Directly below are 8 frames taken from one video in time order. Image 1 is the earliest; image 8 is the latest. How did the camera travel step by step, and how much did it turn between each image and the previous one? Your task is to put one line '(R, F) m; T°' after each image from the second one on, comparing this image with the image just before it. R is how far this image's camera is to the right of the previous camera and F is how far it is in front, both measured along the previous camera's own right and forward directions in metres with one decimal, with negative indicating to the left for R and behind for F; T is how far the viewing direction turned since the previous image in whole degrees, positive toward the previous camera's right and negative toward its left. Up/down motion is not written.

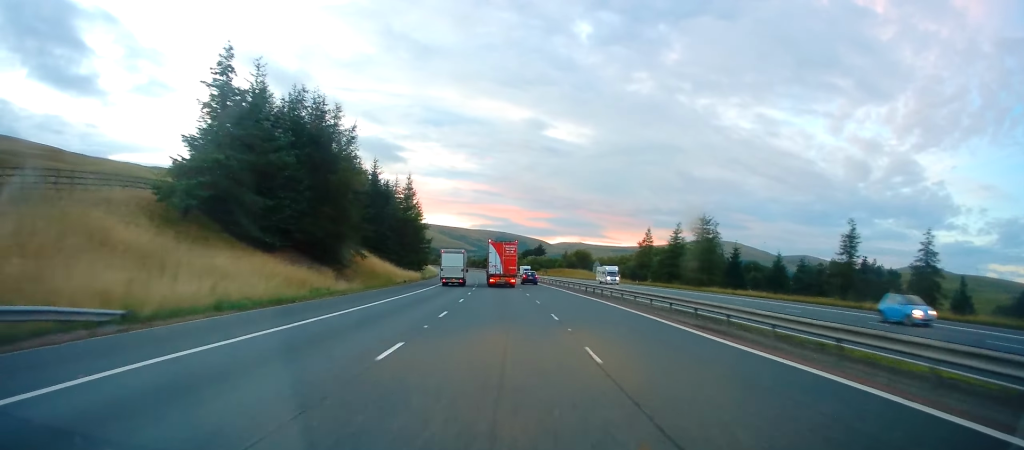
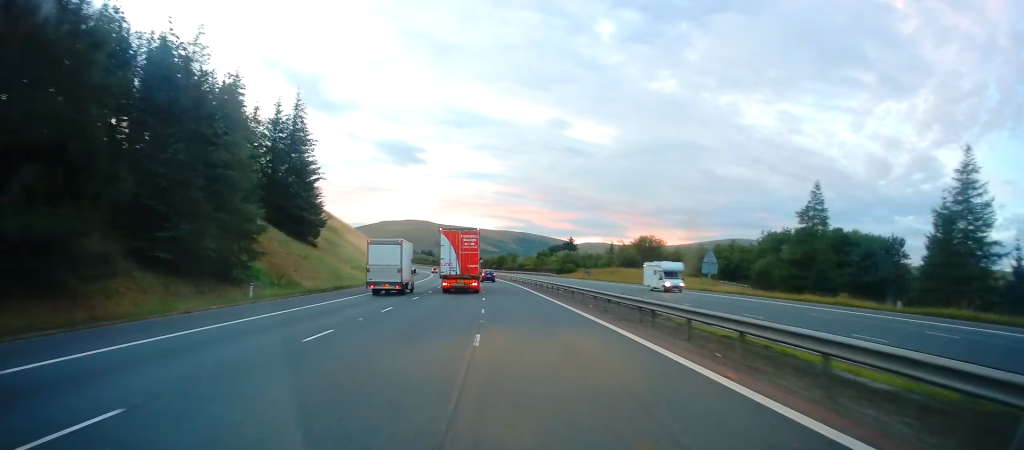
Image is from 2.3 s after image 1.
(-0.7, +69.3) m; -2°
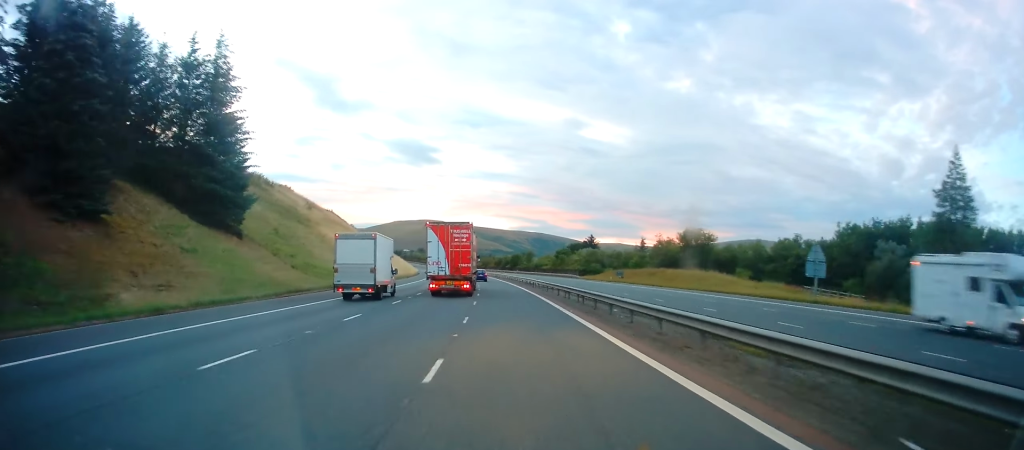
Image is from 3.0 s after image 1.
(-0.2, +21.7) m; -1°
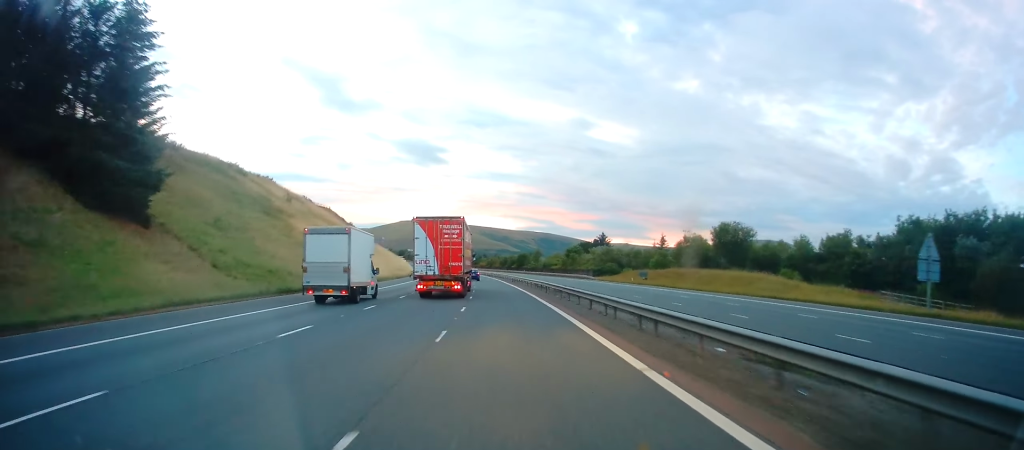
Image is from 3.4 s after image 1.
(+0.1, +13.5) m; -1°
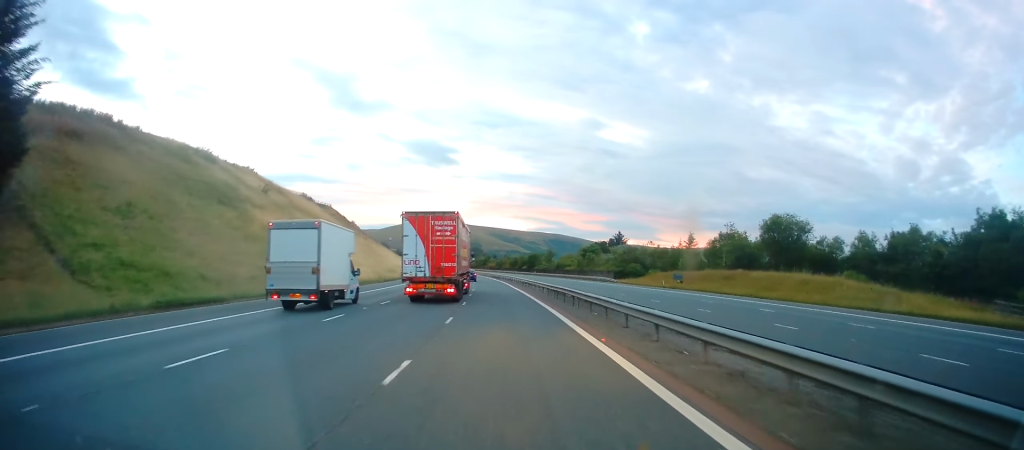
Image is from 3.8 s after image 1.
(-0.1, +13.5) m; -1°
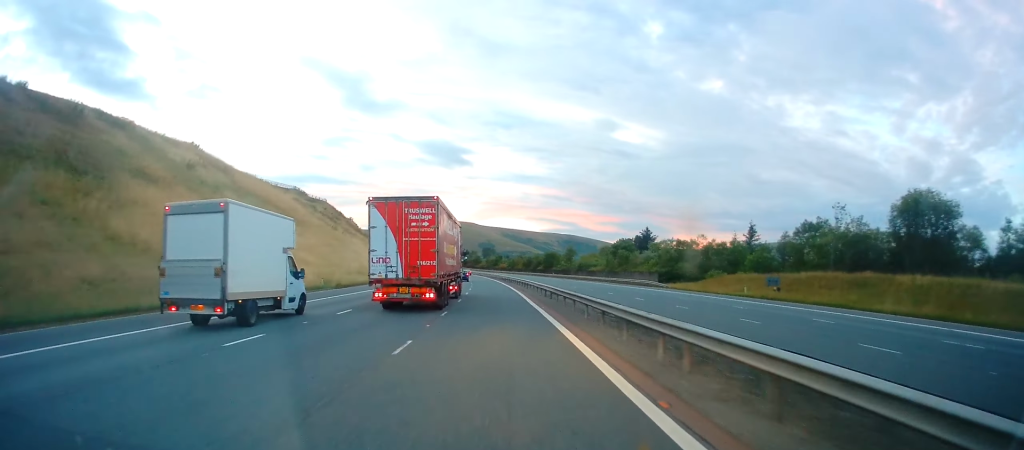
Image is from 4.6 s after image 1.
(-0.4, +23.9) m; -2°
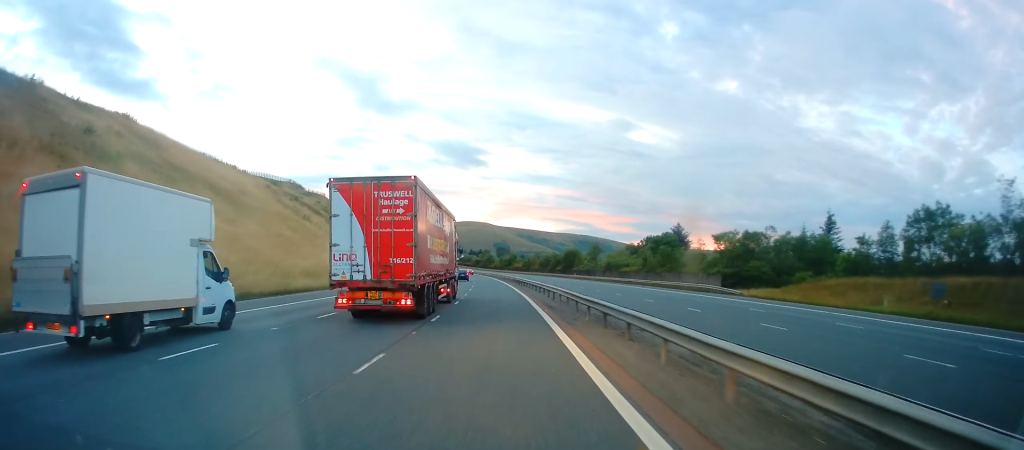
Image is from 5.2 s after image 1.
(-0.3, +19.9) m; -1°
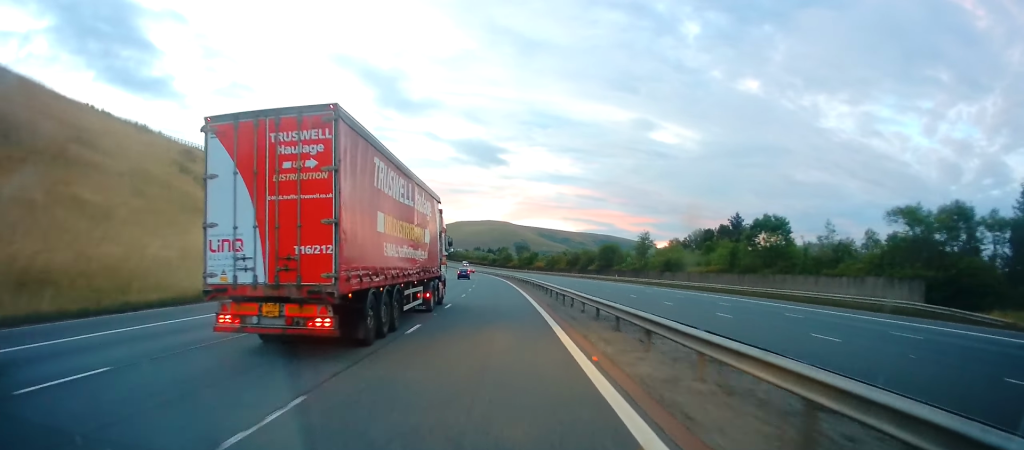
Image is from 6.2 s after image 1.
(-0.5, +30.5) m; -2°
